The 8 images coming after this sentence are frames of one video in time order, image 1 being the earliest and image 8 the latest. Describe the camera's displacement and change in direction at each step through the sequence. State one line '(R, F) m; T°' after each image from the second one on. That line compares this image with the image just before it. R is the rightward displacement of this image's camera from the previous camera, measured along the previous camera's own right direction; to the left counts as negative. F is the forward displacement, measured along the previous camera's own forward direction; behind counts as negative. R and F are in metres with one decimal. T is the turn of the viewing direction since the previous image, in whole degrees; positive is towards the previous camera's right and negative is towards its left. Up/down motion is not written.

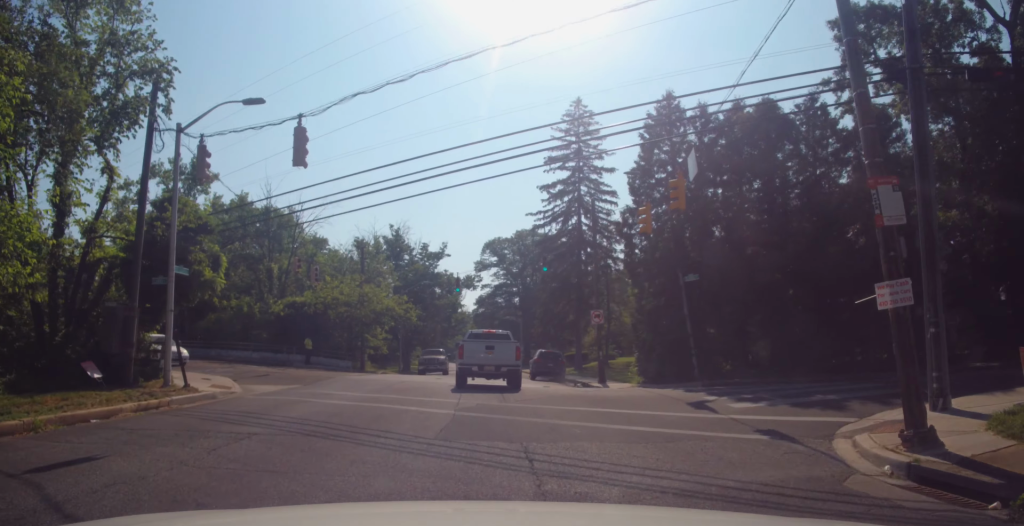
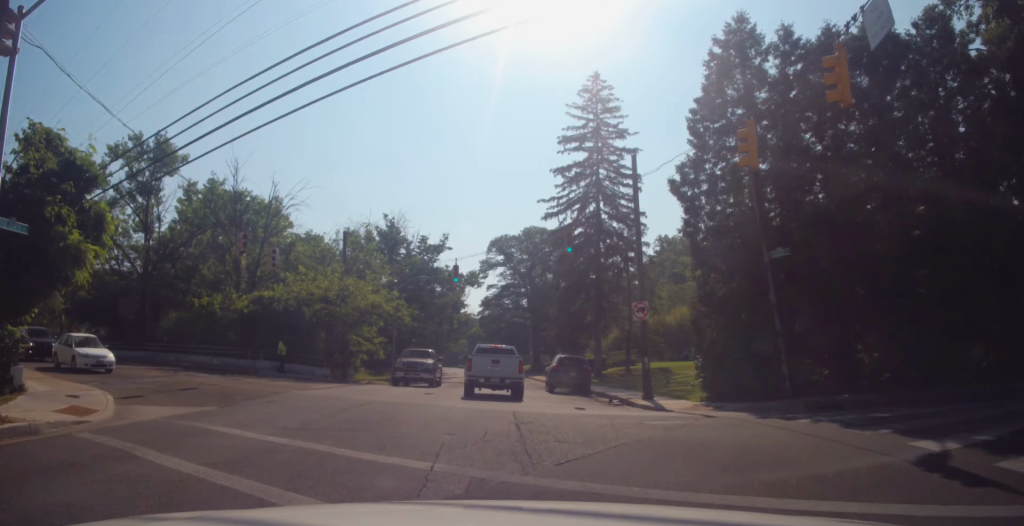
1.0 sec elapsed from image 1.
(0.0, +6.6) m; -1°
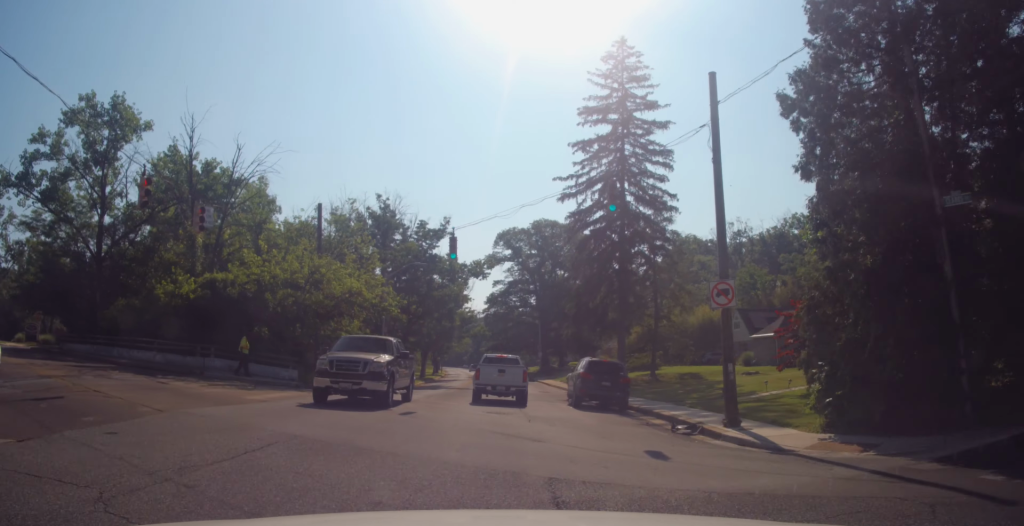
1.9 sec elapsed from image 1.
(0.0, +6.5) m; -3°
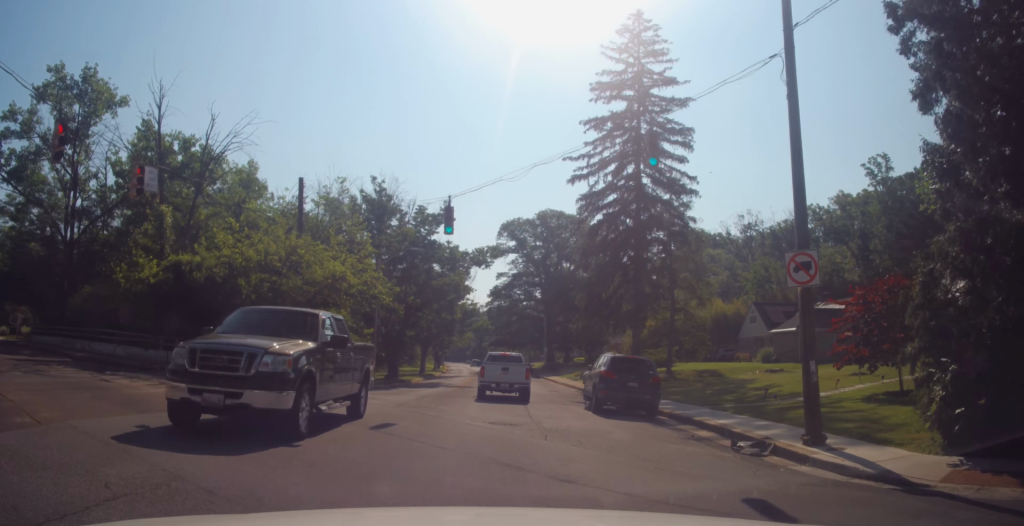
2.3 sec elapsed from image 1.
(-0.2, +3.7) m; 0°
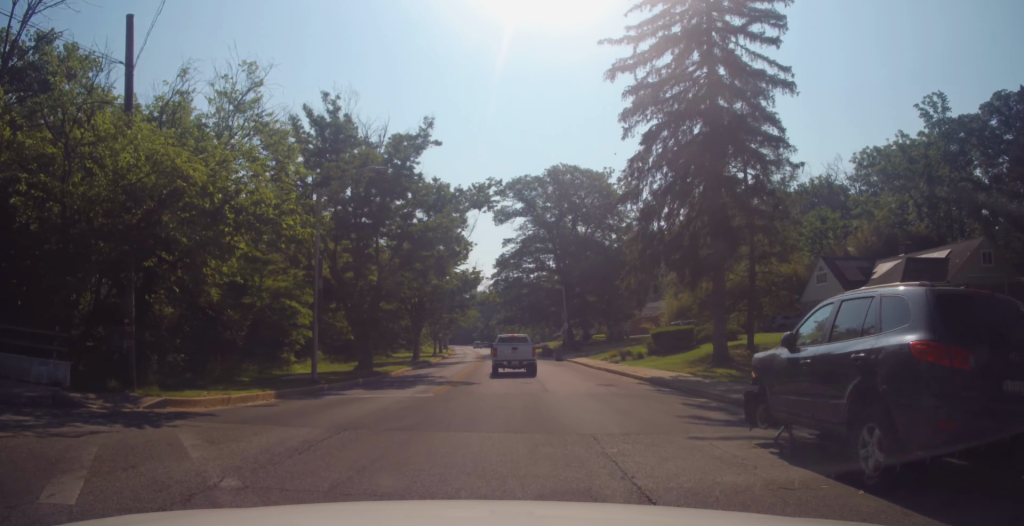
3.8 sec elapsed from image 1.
(+0.3, +13.5) m; 0°
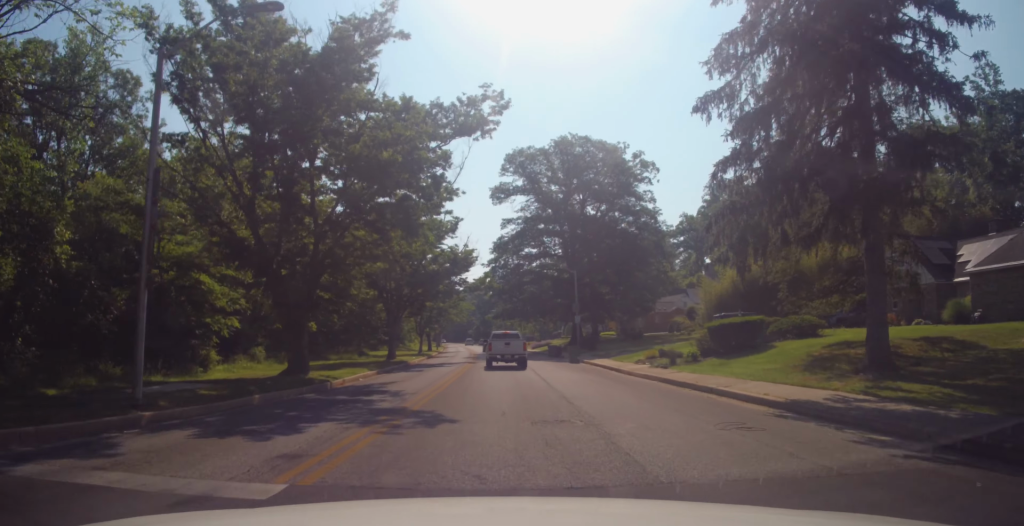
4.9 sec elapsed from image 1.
(-0.4, +11.5) m; 0°
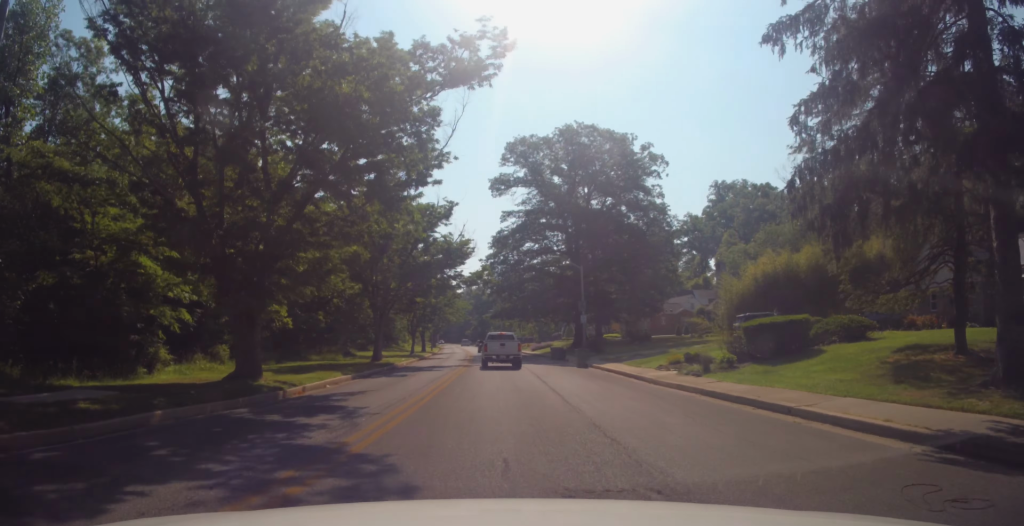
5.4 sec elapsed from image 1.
(+0.2, +4.8) m; 0°
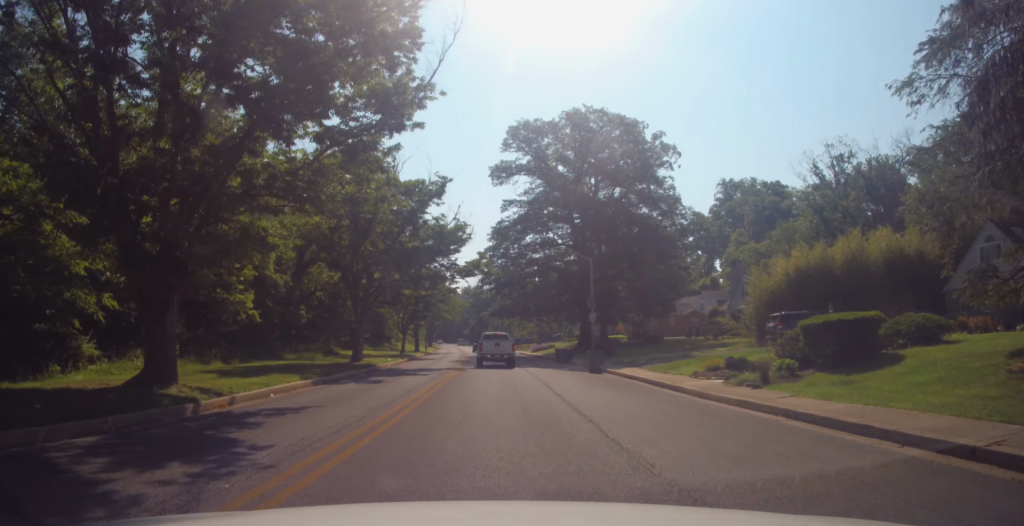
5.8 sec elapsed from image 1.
(+0.2, +5.1) m; 0°
